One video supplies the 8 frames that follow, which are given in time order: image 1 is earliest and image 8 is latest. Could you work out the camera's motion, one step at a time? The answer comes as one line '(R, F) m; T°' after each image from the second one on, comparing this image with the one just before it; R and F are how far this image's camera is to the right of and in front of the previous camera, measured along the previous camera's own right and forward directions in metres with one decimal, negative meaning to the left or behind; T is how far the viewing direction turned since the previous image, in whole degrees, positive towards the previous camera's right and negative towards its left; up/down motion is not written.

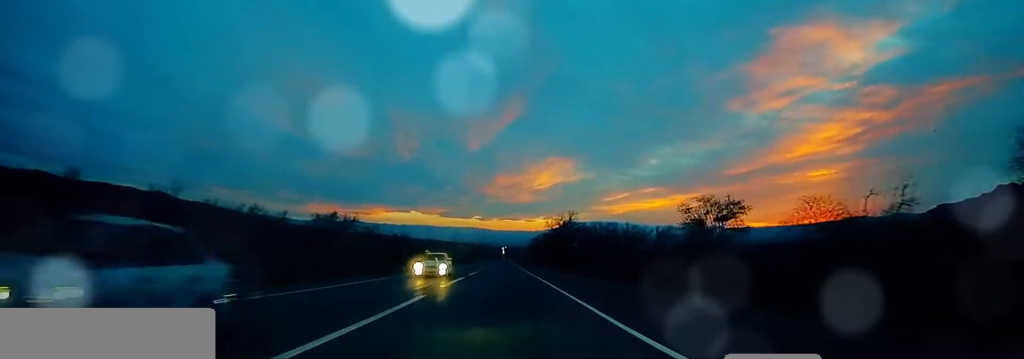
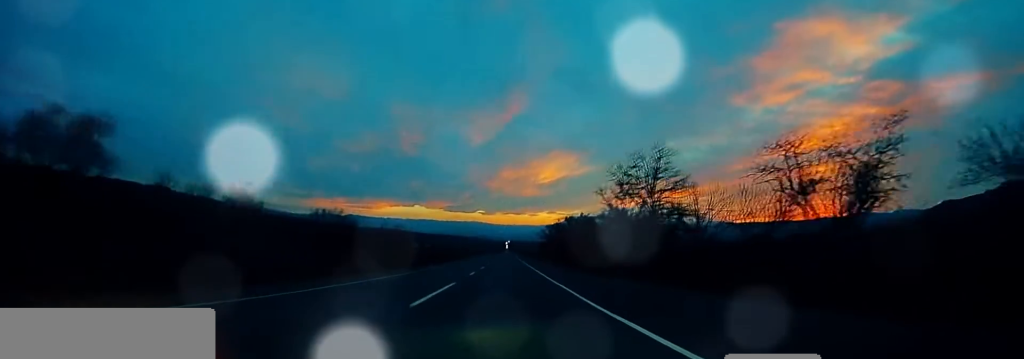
(0.0, +39.1) m; +1°
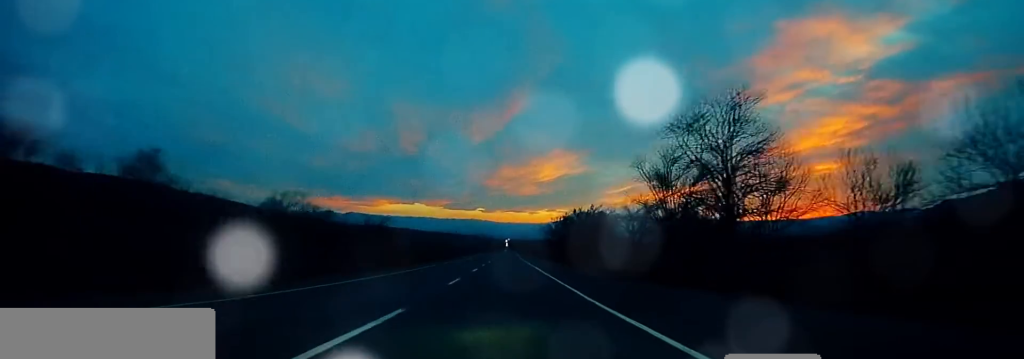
(0.0, +10.8) m; -1°
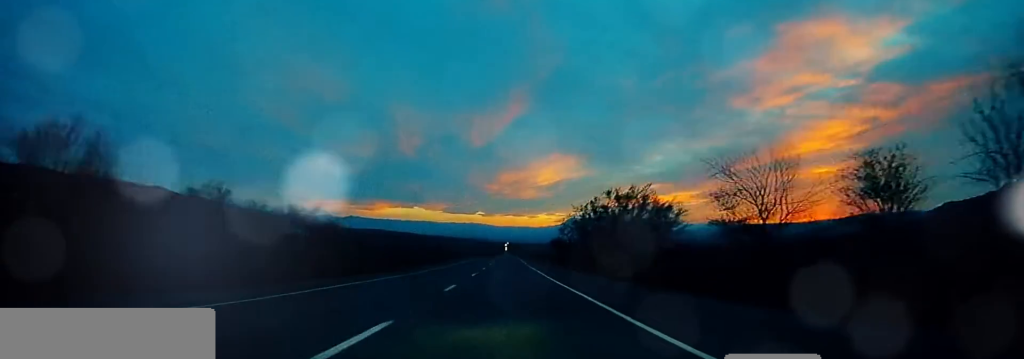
(-0.8, +25.2) m; -3°
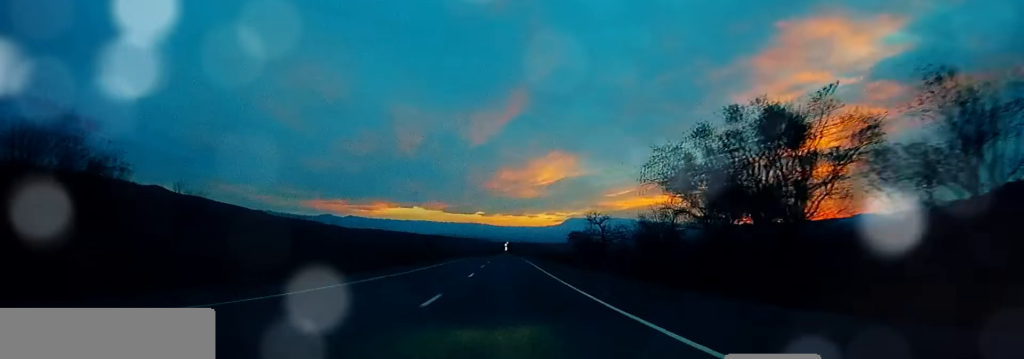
(0.0, +28.2) m; +3°
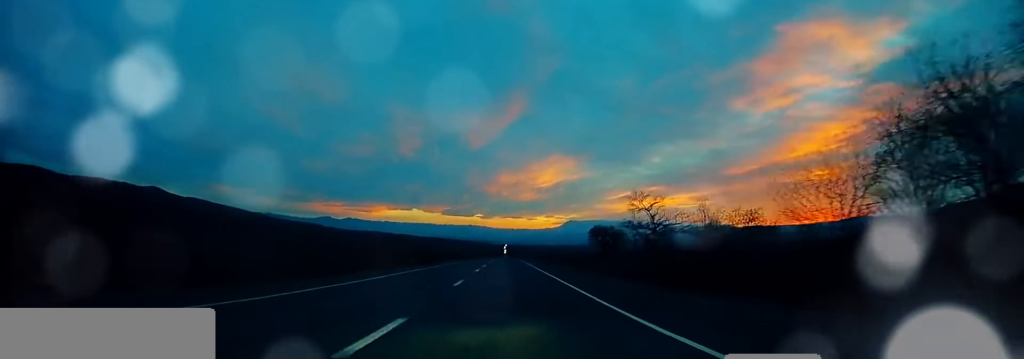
(+0.5, +18.4) m; +1°
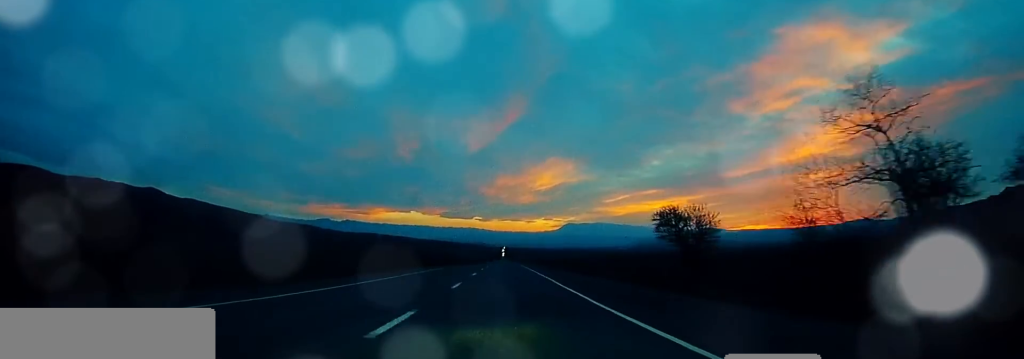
(-0.1, +22.9) m; 0°
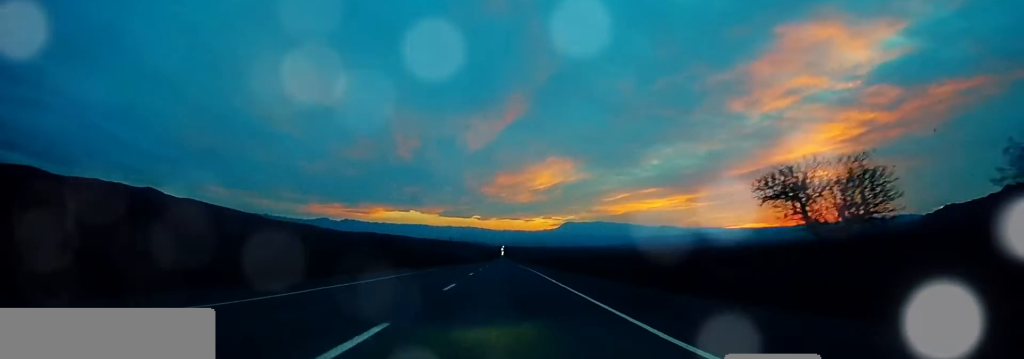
(-0.2, +12.9) m; 0°
